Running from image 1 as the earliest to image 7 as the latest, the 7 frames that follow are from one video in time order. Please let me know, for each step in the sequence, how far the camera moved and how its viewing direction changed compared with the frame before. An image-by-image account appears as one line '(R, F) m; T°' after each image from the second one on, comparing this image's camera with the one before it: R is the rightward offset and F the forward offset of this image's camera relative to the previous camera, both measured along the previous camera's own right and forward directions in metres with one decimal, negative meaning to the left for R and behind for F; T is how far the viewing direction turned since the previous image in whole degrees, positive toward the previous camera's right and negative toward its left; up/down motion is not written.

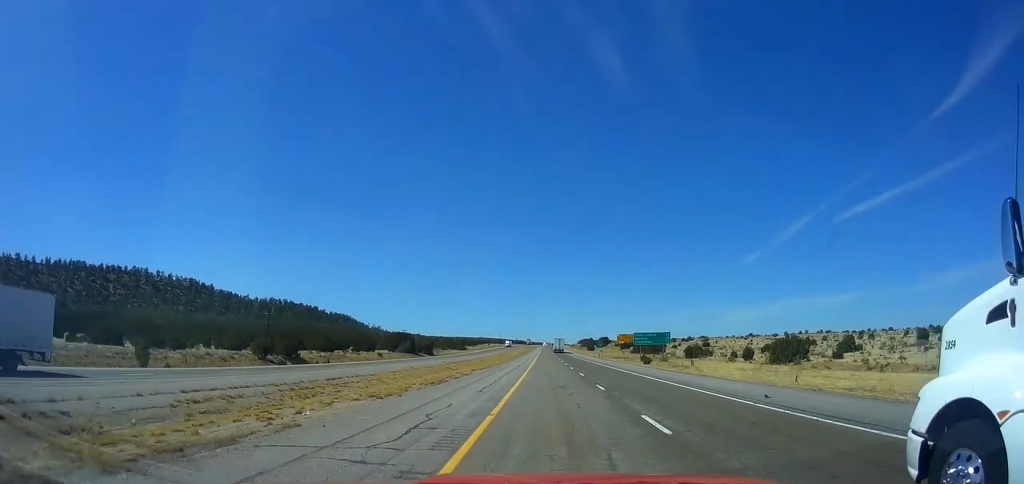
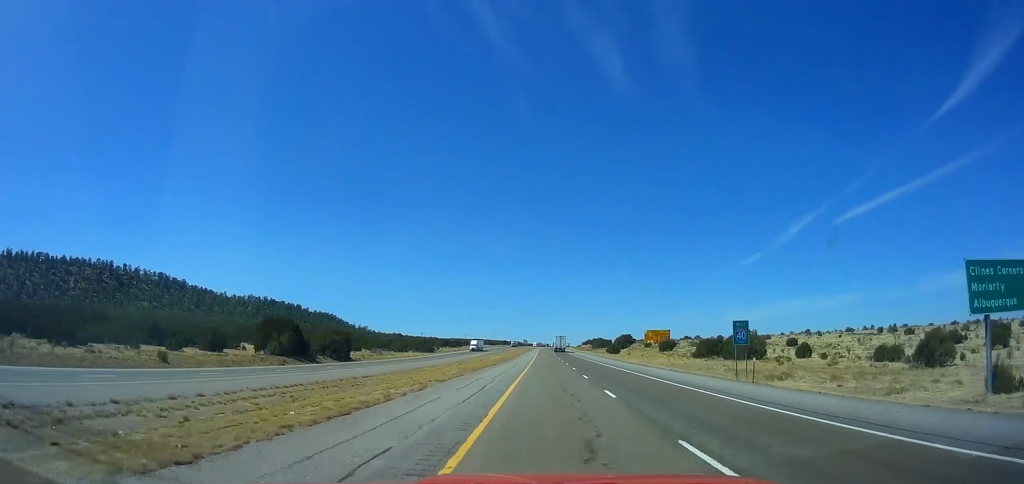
(-0.3, +88.8) m; 0°
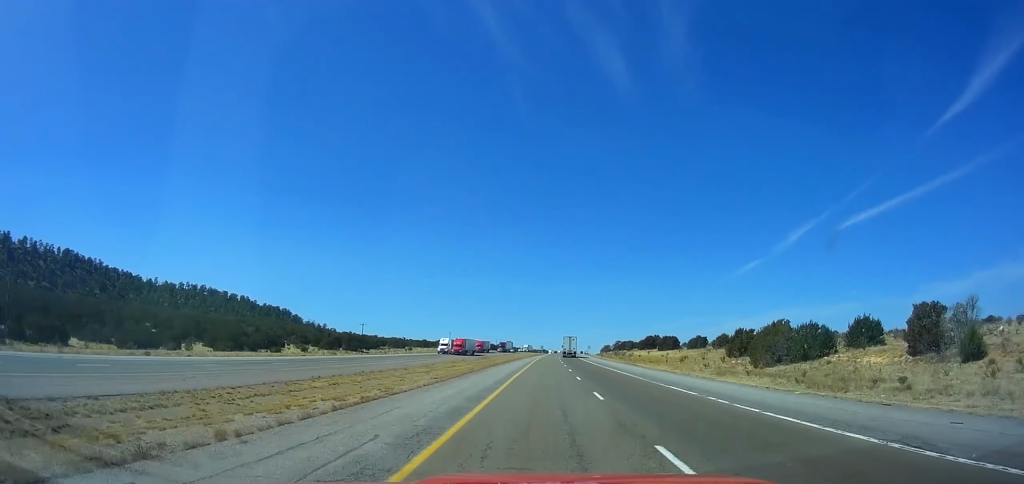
(-0.1, +220.5) m; 0°
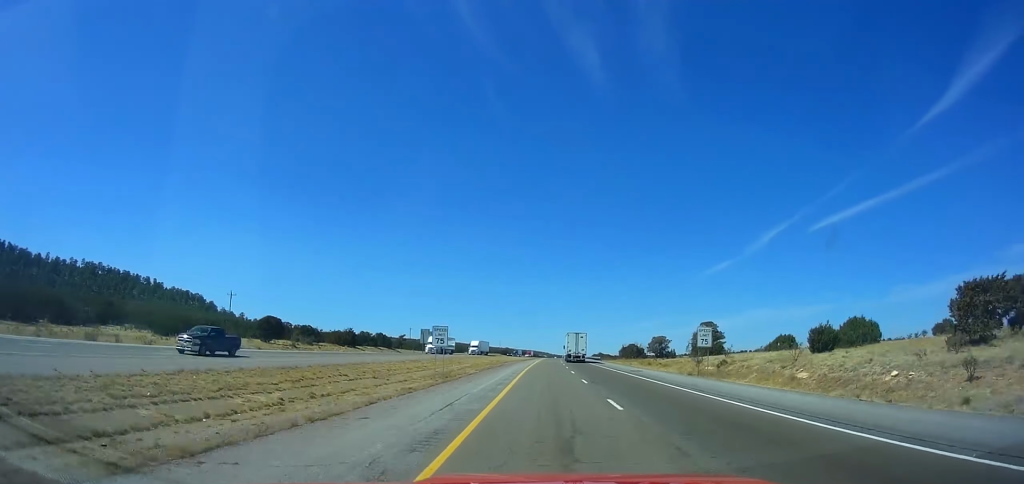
(+4.6, +199.0) m; +3°
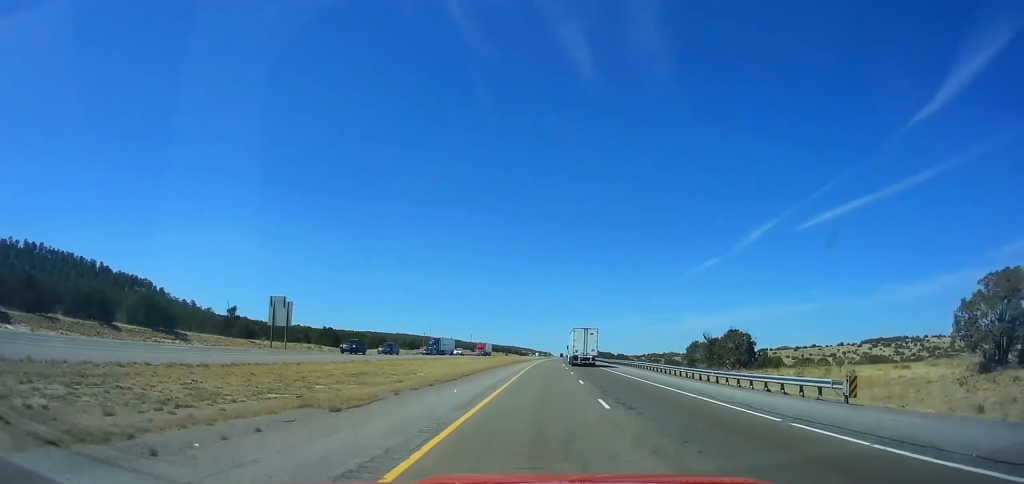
(+1.2, +96.3) m; +1°
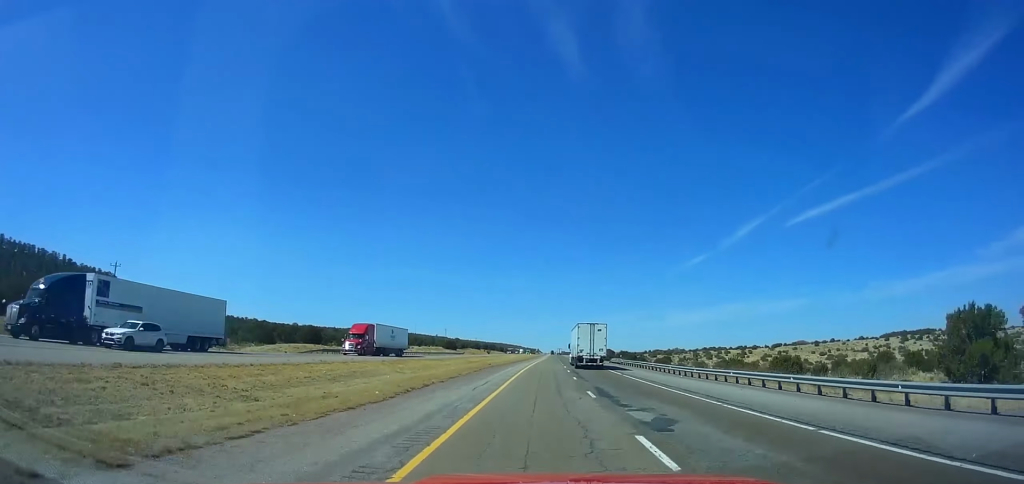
(-0.1, +57.2) m; +1°
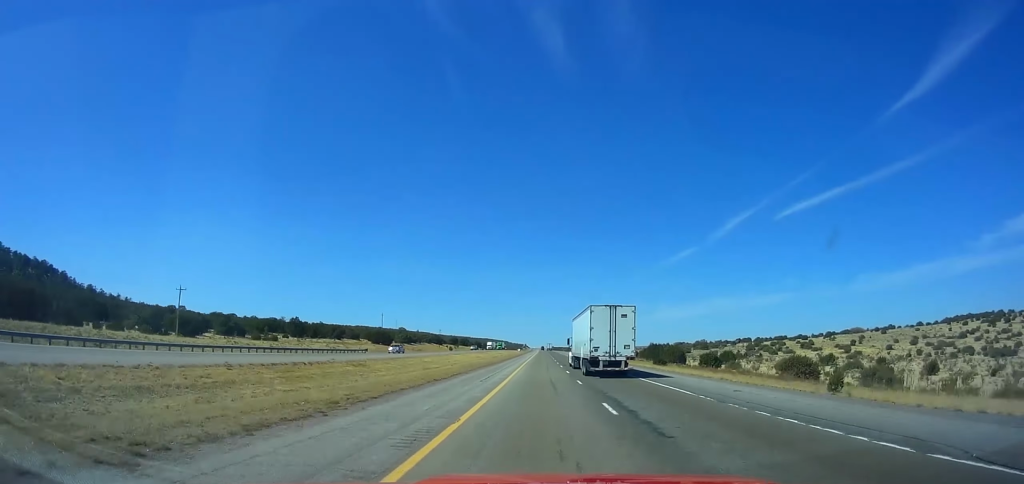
(+1.7, +103.4) m; +2°
